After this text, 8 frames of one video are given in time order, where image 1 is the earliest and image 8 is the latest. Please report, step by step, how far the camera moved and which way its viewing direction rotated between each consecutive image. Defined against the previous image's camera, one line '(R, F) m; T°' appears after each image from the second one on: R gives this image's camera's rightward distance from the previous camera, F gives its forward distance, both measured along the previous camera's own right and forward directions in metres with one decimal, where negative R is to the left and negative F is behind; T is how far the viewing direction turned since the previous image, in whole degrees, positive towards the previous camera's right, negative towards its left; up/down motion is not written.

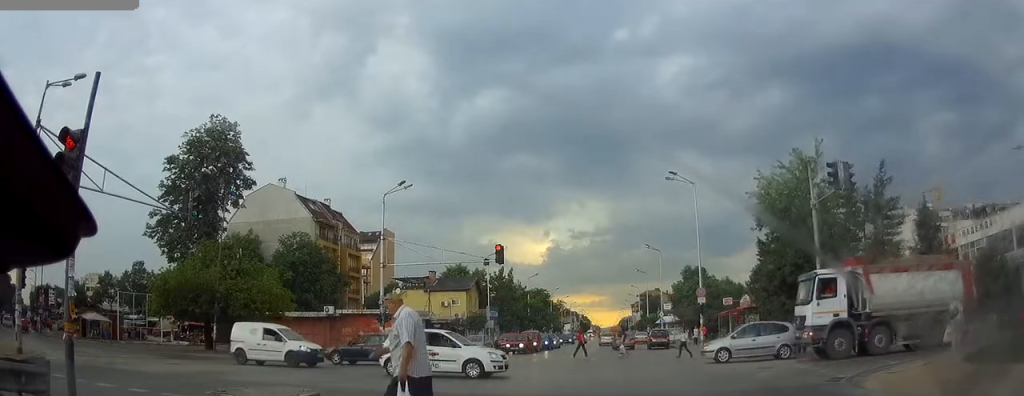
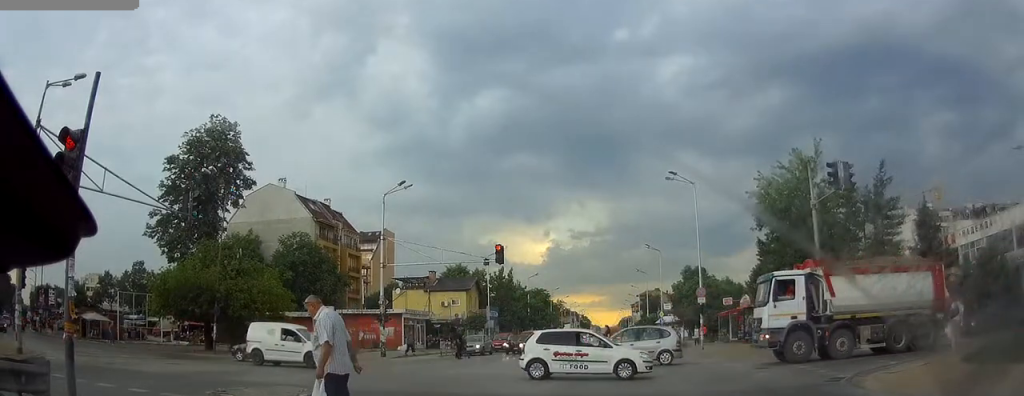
(0.0, 0.0) m; 0°
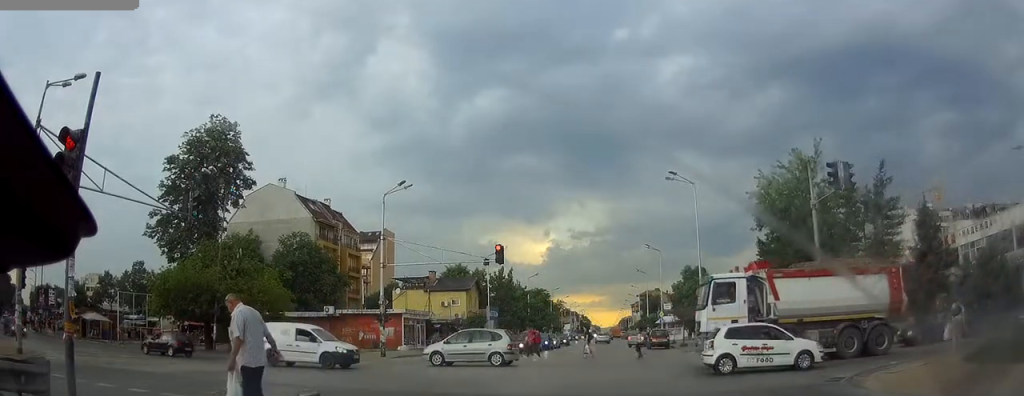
(0.0, 0.0) m; 0°
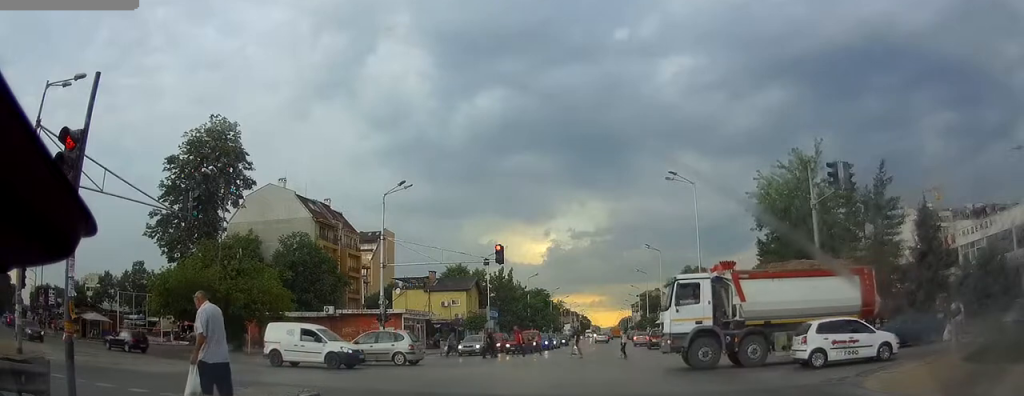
(0.0, 0.0) m; 0°
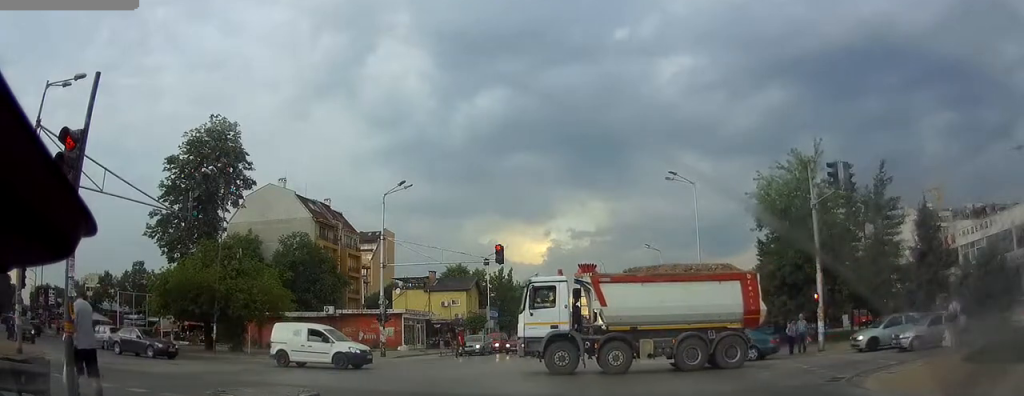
(0.0, 0.0) m; 0°
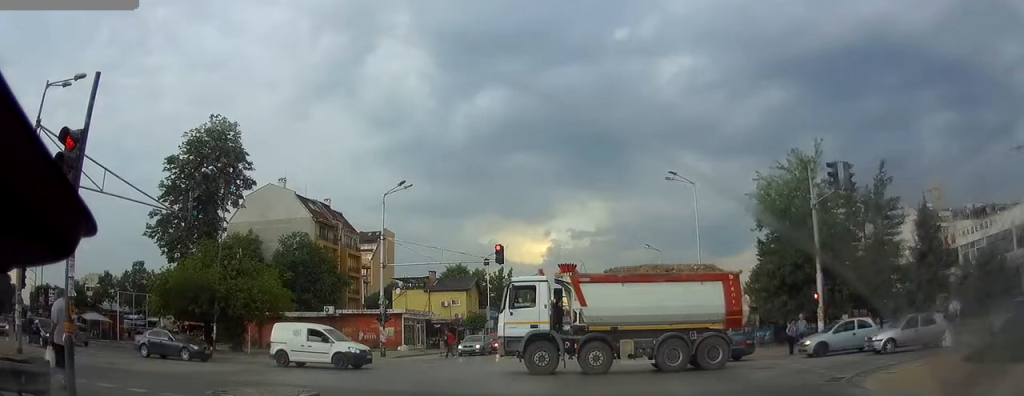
(0.0, 0.0) m; 0°
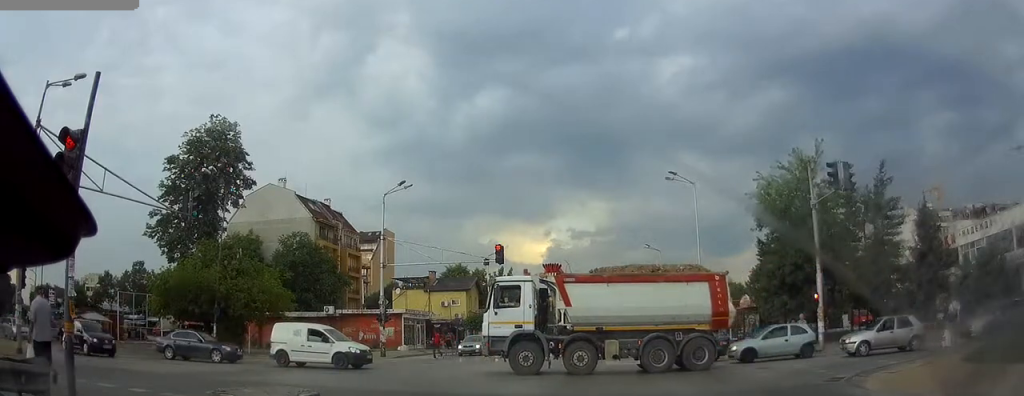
(0.0, 0.0) m; 0°
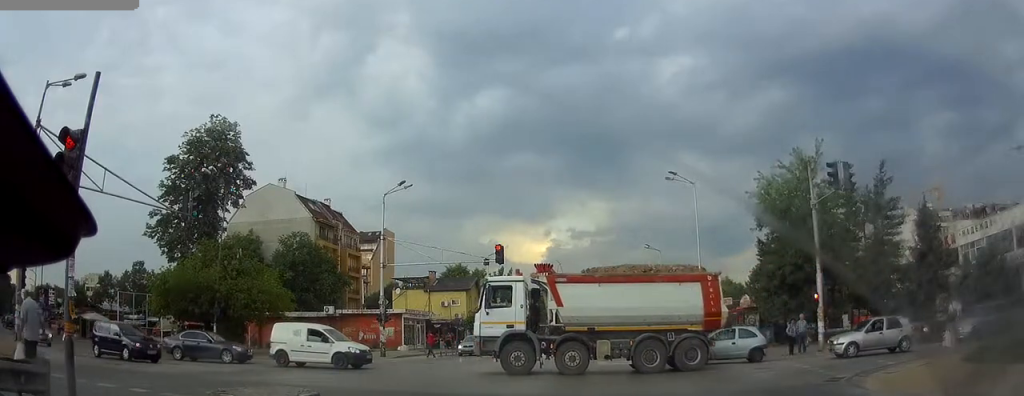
(0.0, 0.0) m; 0°
